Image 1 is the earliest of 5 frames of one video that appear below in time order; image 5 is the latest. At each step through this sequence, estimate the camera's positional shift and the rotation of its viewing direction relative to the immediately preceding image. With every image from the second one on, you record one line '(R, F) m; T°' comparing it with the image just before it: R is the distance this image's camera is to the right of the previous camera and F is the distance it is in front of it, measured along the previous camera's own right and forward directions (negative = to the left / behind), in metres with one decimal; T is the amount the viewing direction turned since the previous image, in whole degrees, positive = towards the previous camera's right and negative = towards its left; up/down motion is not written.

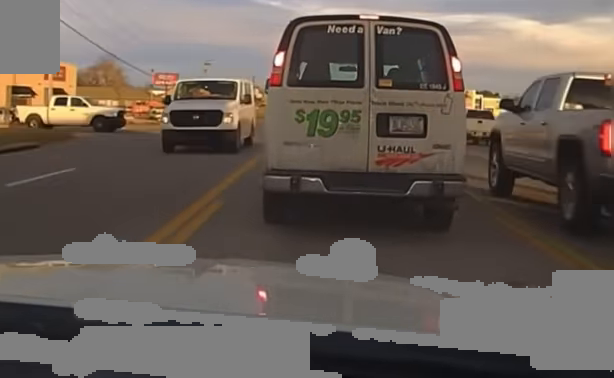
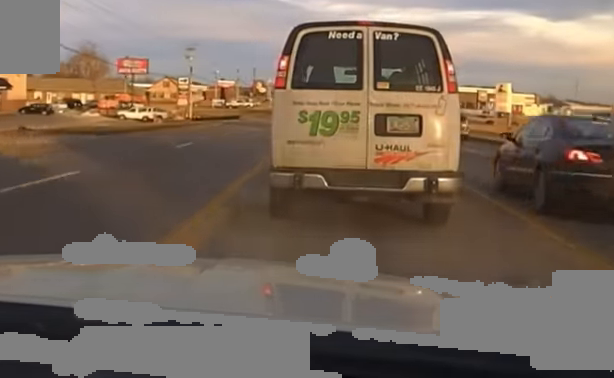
(-0.3, +28.8) m; 0°
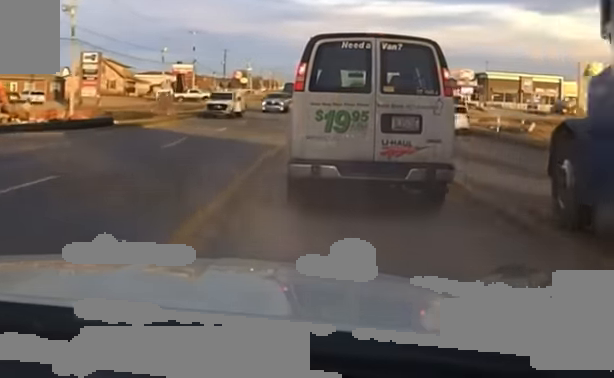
(+0.6, +51.1) m; +1°
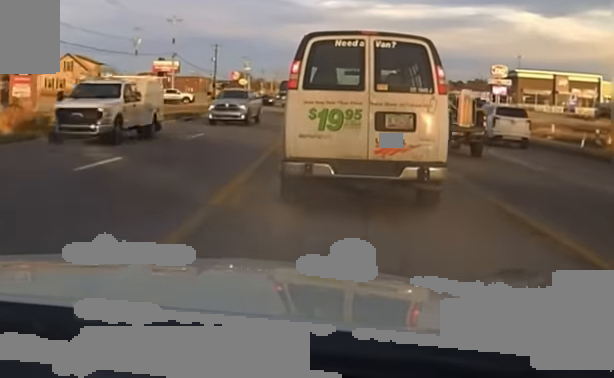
(0.0, +17.9) m; 0°
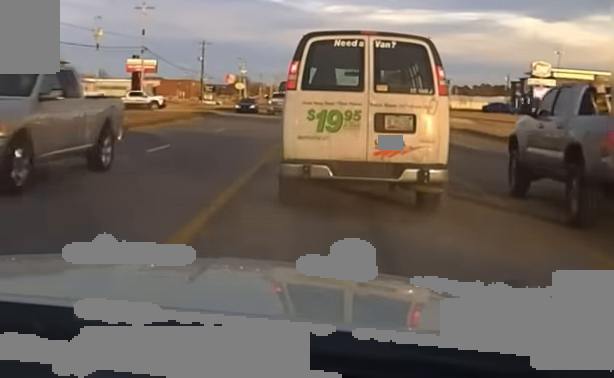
(0.0, +18.3) m; 0°
